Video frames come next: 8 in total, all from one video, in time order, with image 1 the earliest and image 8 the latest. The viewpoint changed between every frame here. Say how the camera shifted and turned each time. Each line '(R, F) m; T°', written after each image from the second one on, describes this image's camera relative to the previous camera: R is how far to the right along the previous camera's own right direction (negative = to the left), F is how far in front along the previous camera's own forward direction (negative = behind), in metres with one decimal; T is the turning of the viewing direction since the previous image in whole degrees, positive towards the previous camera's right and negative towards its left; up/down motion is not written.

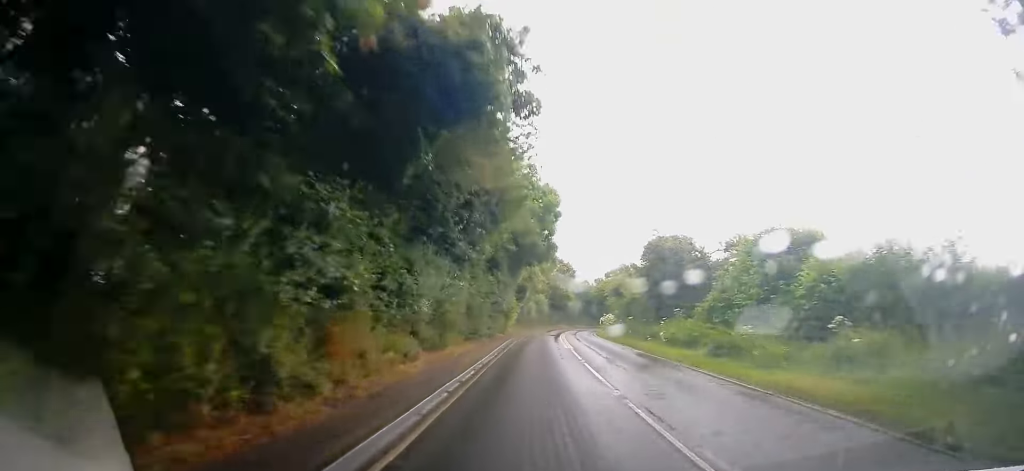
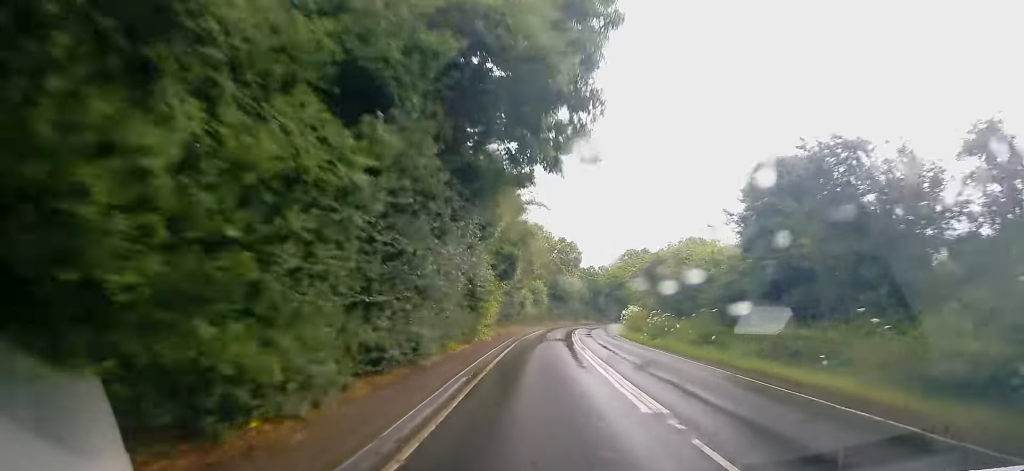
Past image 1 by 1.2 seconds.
(-0.2, +18.6) m; -1°
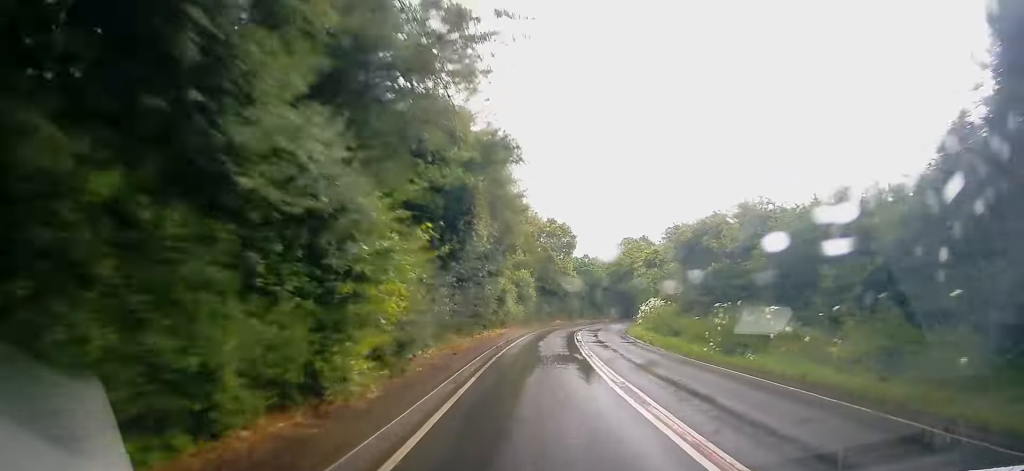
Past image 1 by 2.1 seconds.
(0.0, +13.1) m; +1°
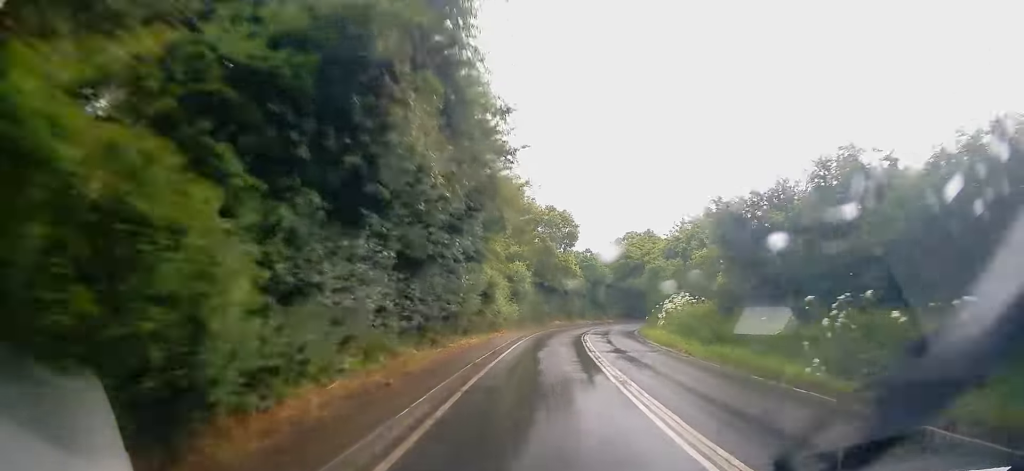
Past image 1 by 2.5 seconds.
(-0.1, +6.9) m; +1°
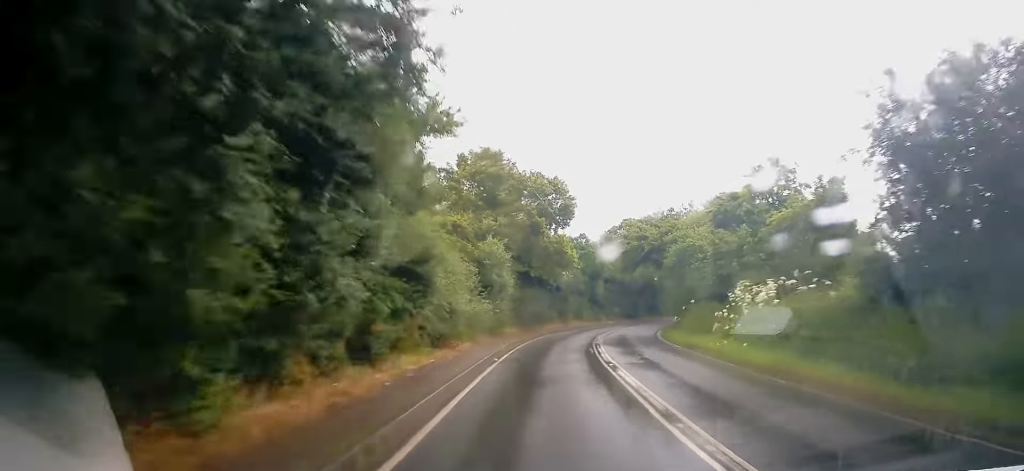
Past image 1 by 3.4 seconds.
(+0.3, +12.2) m; +3°
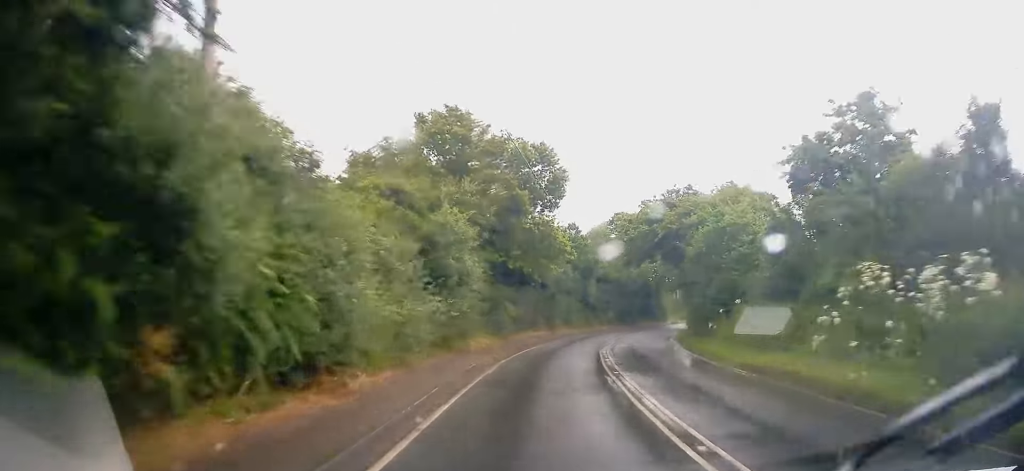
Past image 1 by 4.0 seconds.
(+0.2, +8.7) m; +3°
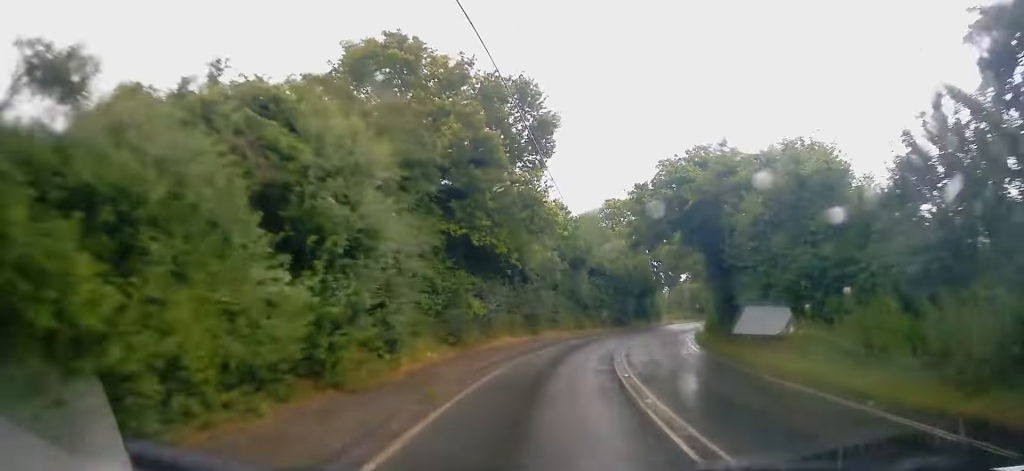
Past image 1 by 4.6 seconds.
(+0.2, +8.7) m; +3°
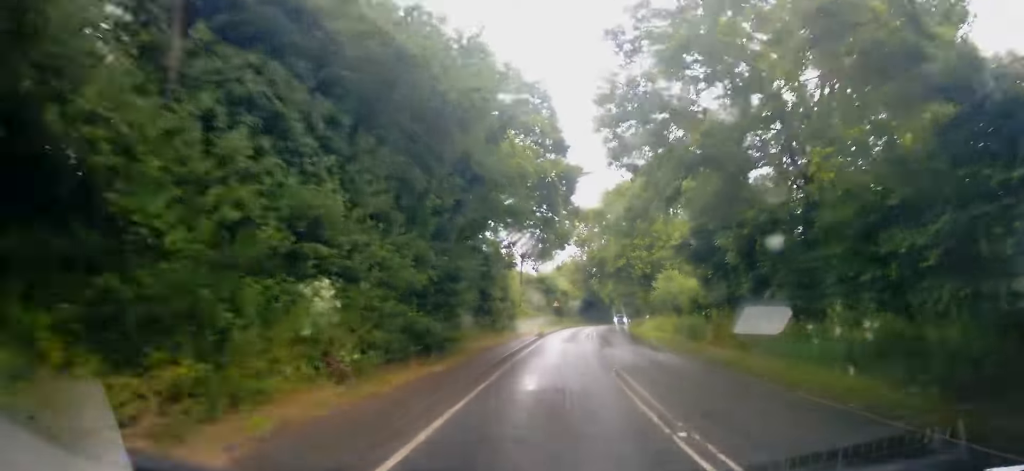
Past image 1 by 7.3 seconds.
(+3.0, +37.9) m; +11°
